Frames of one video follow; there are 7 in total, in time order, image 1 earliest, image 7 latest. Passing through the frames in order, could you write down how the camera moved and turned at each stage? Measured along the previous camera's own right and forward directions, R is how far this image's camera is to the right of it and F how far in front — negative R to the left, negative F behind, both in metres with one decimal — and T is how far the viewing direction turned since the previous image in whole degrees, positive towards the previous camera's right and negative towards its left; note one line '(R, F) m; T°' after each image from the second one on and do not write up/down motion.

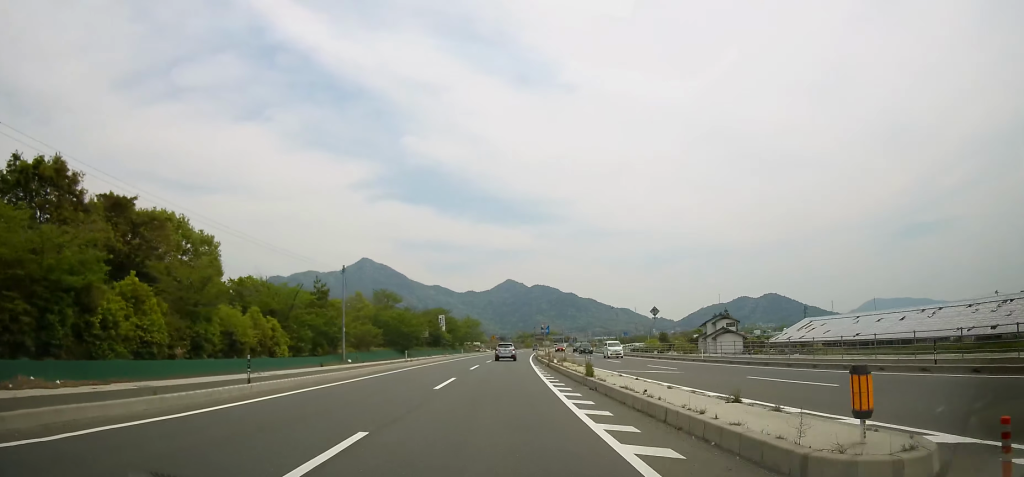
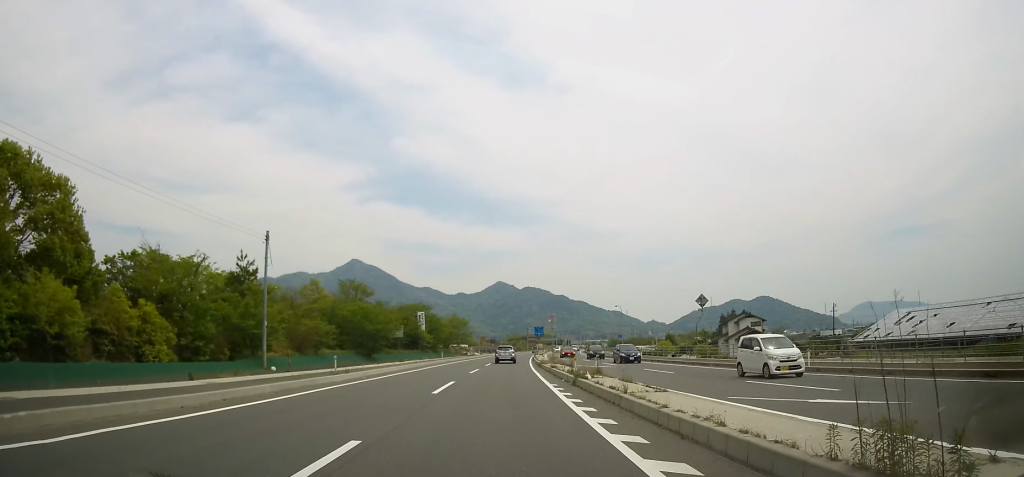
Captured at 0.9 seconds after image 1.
(+0.2, +15.4) m; +1°
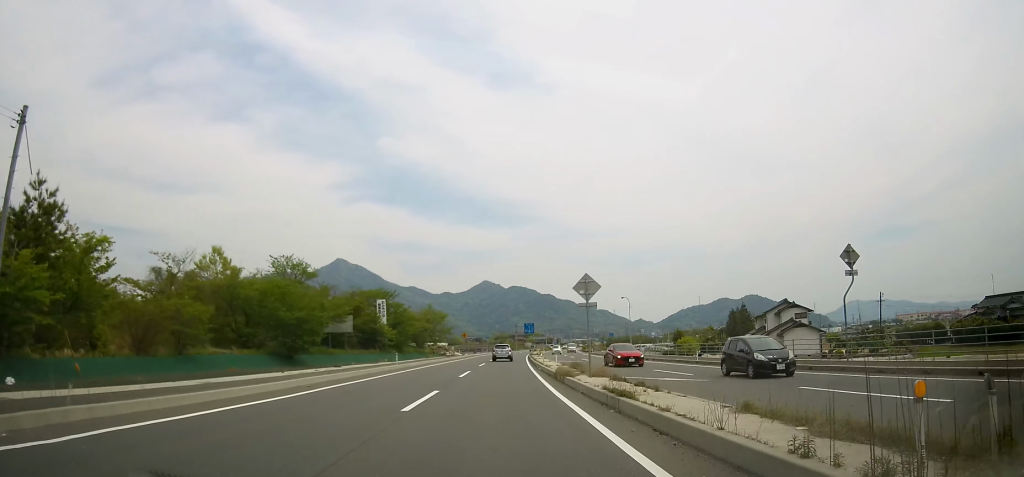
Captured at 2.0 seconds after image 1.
(+0.1, +19.6) m; +1°
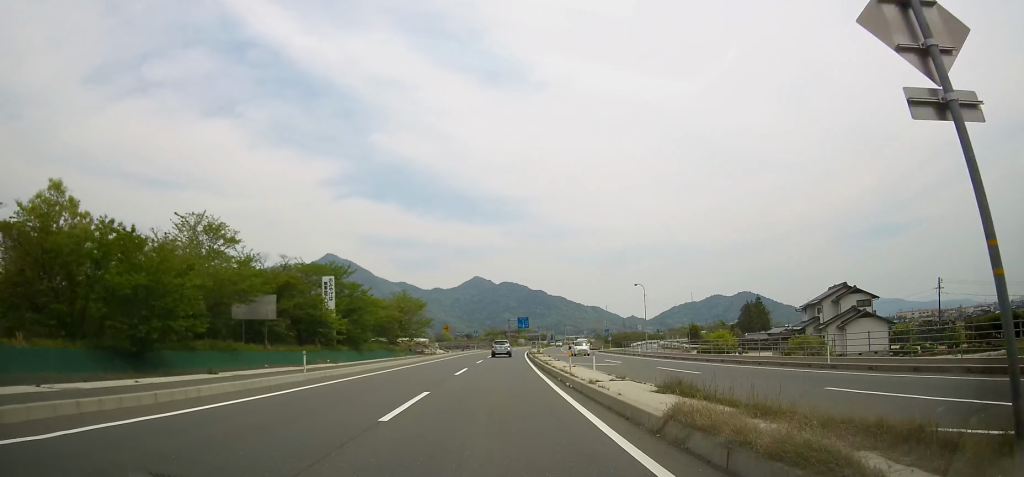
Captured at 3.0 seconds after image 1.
(+0.2, +16.9) m; +1°
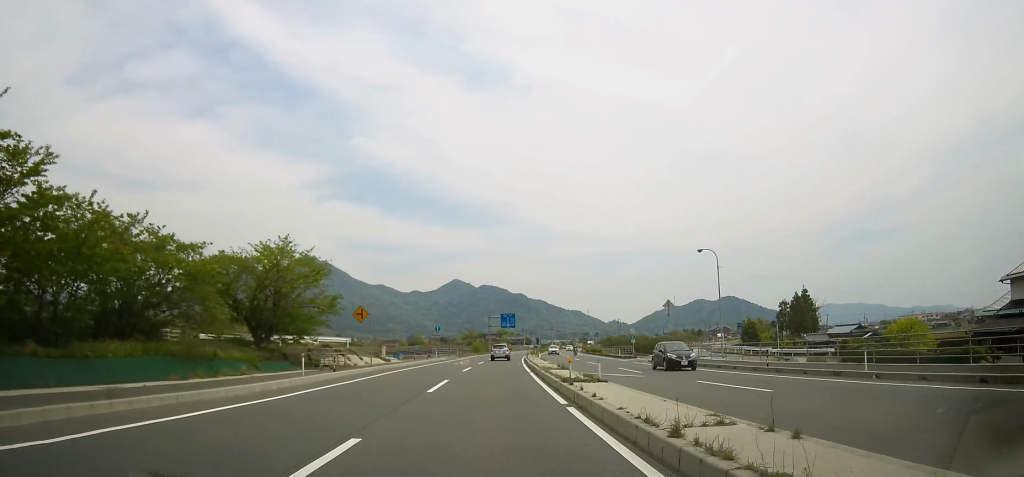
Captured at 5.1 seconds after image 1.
(+0.3, +37.2) m; +1°
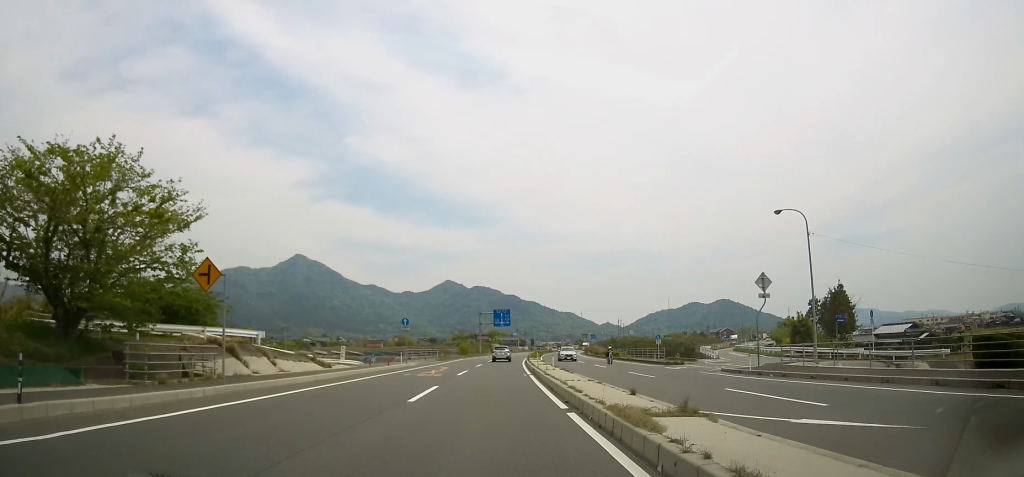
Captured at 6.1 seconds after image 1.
(+0.2, +17.9) m; +1°
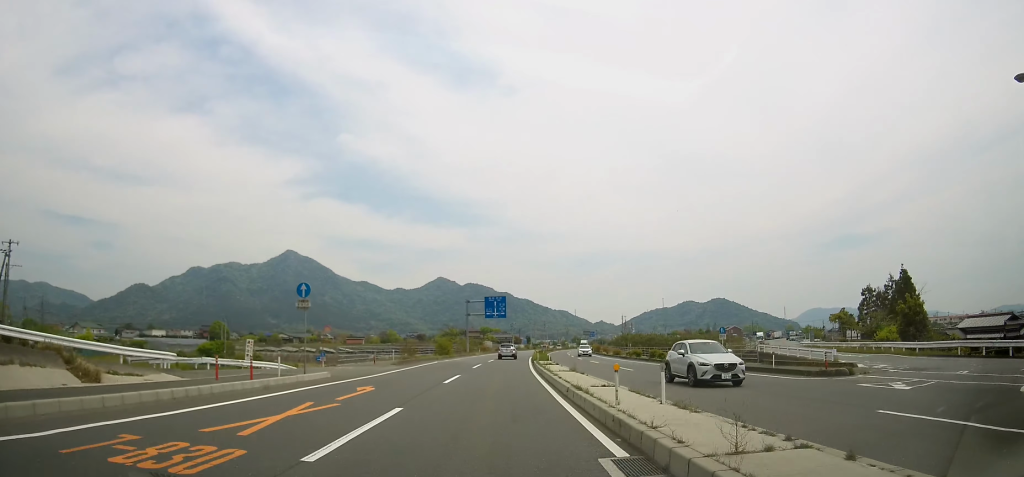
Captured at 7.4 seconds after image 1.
(+0.2, +22.7) m; +1°
